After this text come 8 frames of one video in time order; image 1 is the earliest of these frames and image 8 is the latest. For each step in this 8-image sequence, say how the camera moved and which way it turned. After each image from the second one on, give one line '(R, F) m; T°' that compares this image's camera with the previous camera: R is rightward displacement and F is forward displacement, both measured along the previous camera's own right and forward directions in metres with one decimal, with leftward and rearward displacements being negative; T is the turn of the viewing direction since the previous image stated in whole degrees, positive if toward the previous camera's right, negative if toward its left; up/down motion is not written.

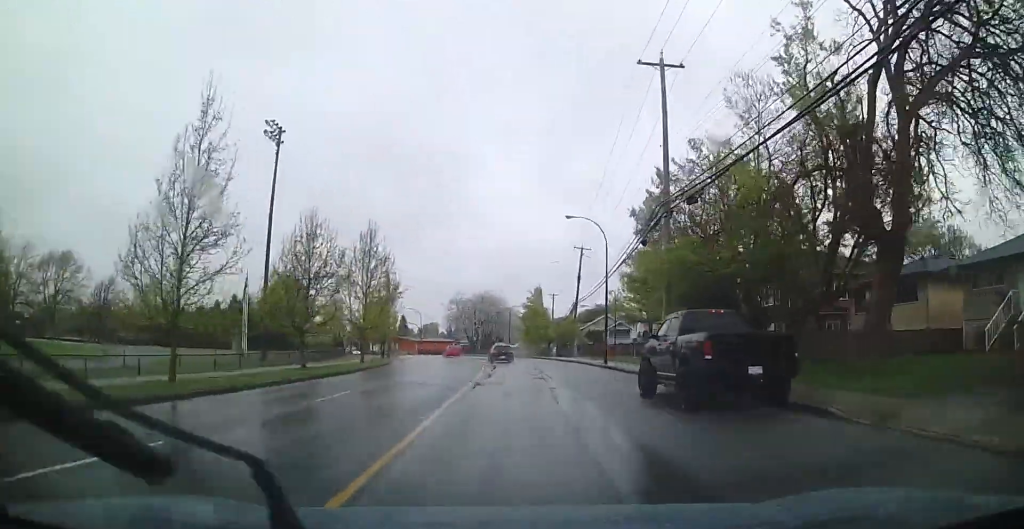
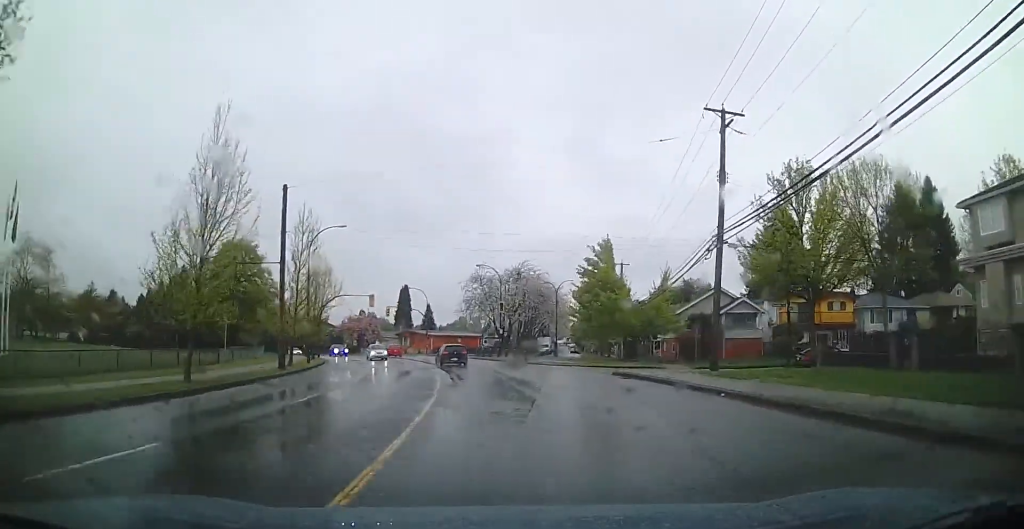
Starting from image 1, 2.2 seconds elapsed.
(-1.0, +39.4) m; +2°
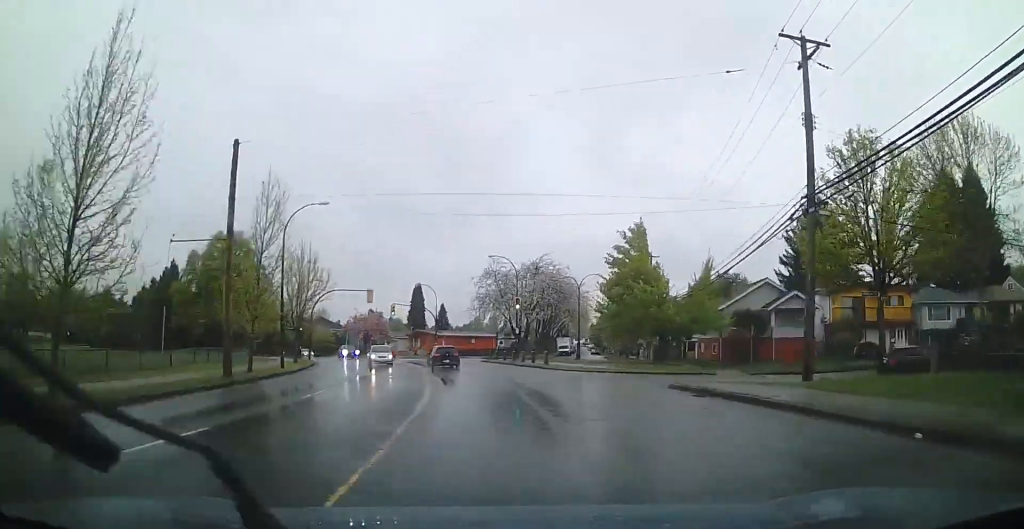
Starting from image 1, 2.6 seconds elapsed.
(-0.4, +8.3) m; +3°
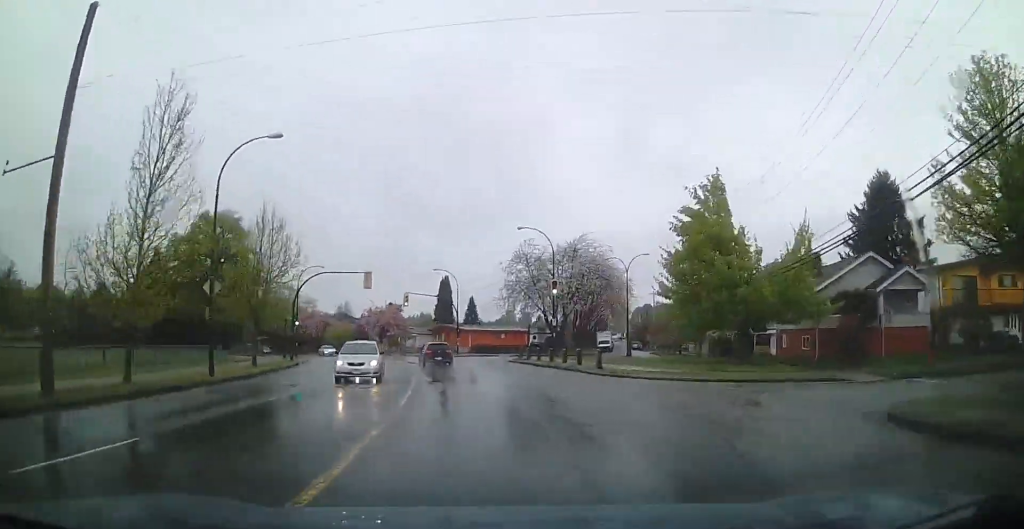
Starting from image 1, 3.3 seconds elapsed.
(+1.3, +13.6) m; -1°
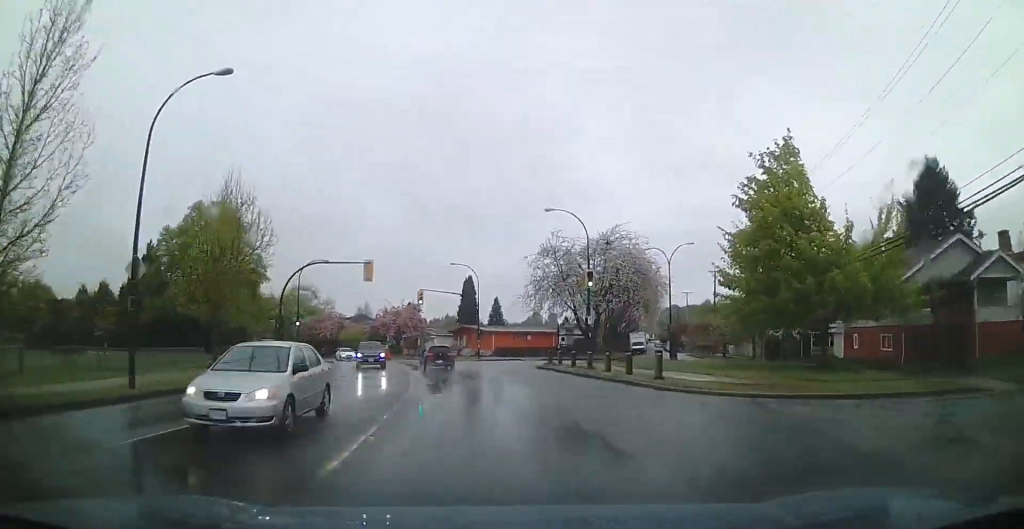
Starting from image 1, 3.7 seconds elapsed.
(+1.1, +8.3) m; -1°
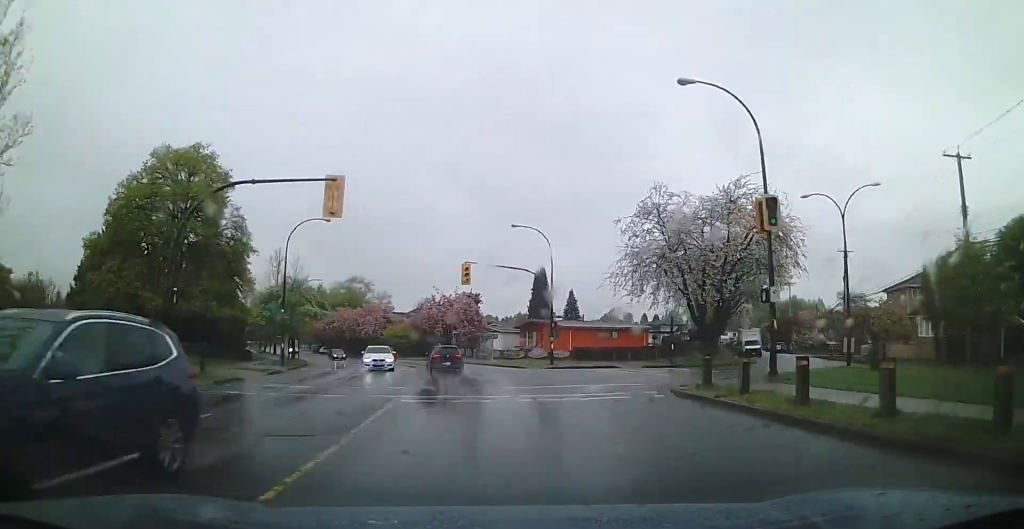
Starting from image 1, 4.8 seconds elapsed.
(-3.5, +21.6) m; -12°
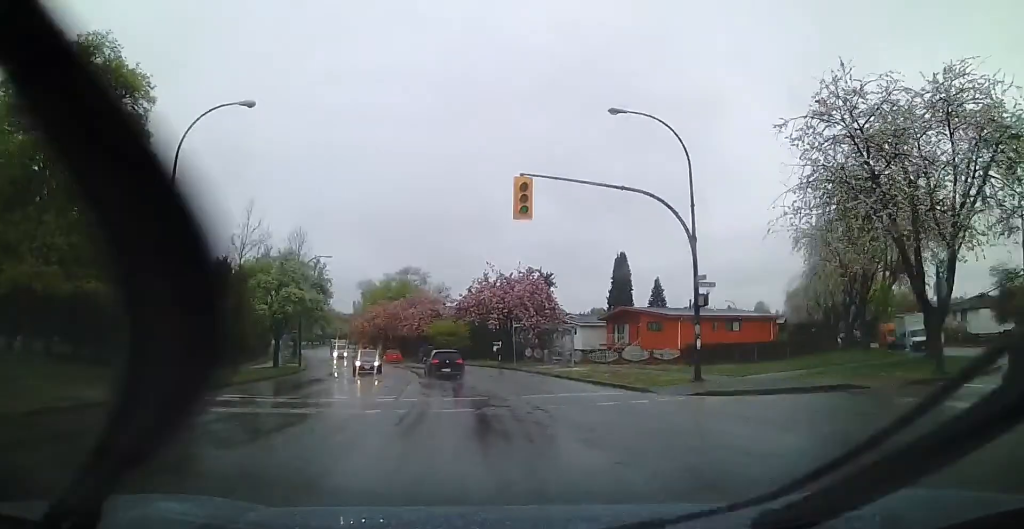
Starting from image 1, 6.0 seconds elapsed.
(-1.5, +23.0) m; -6°
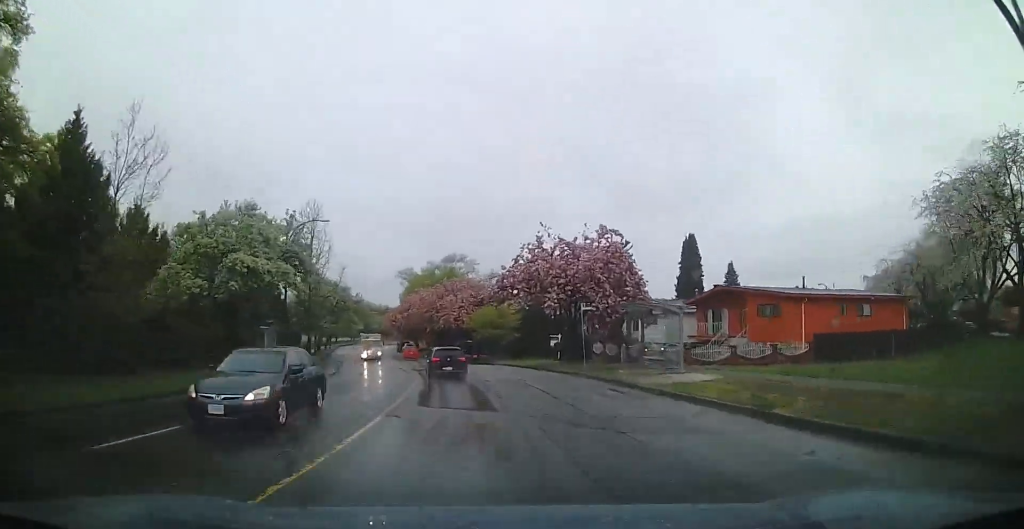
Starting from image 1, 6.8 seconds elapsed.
(-0.5, +15.6) m; -3°
